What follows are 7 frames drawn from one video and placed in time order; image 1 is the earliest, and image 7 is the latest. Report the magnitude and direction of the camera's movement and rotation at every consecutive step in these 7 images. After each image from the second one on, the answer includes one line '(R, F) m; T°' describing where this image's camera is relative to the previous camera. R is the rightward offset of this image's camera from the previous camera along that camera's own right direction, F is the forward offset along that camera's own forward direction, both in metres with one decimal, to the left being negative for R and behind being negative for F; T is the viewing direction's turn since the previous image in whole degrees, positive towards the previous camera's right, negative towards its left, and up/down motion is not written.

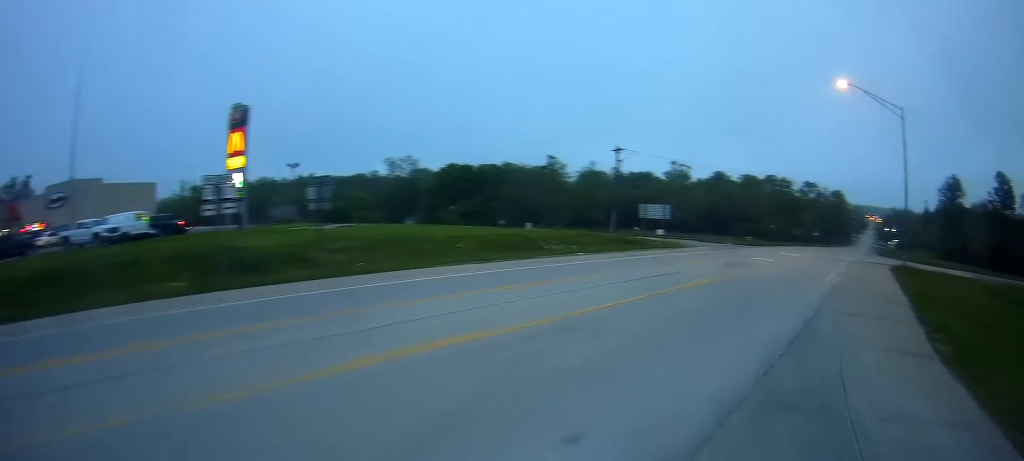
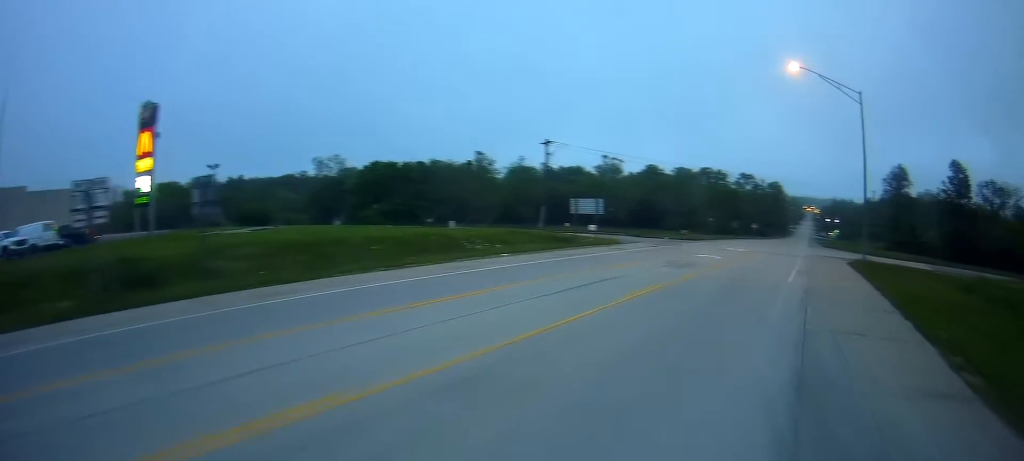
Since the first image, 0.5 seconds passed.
(0.0, +2.7) m; +6°
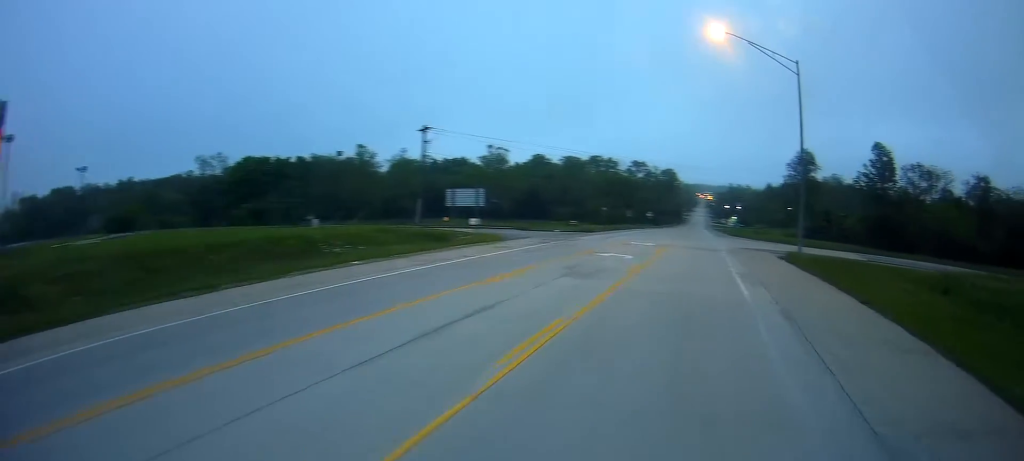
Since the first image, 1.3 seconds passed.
(+0.5, +5.5) m; +8°
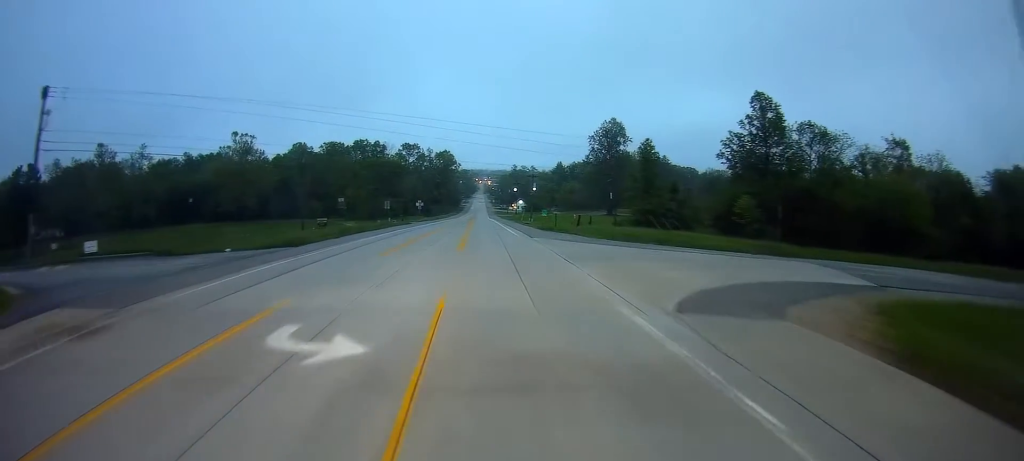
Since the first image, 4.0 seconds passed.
(+8.1, +25.1) m; +24°
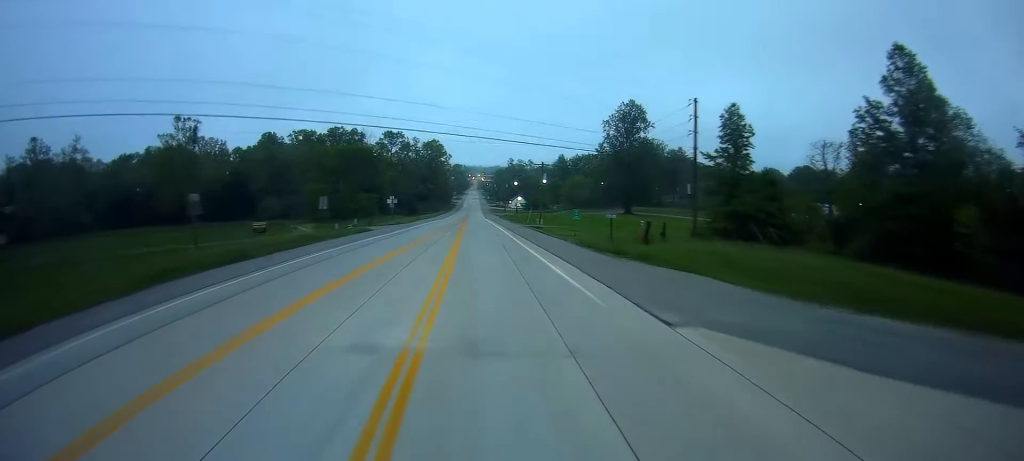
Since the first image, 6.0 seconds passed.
(-0.3, +25.9) m; -1°
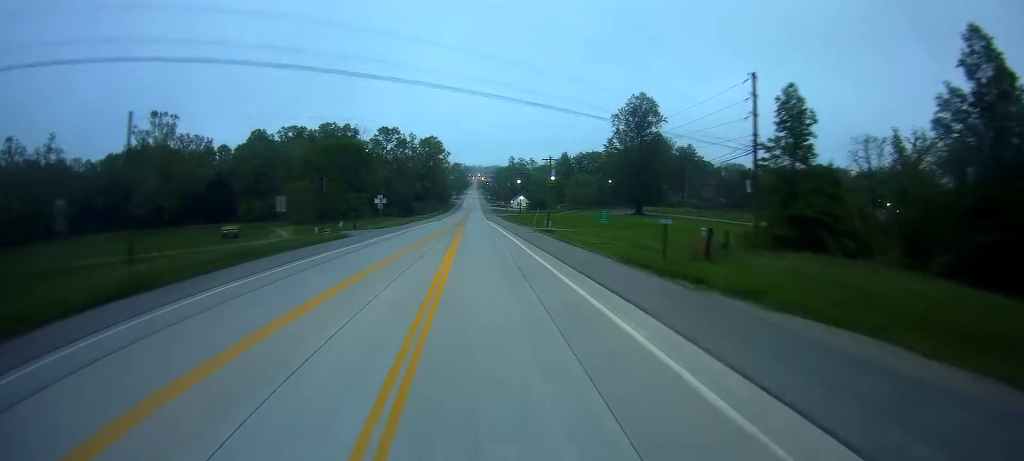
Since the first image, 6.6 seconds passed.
(0.0, +9.4) m; 0°
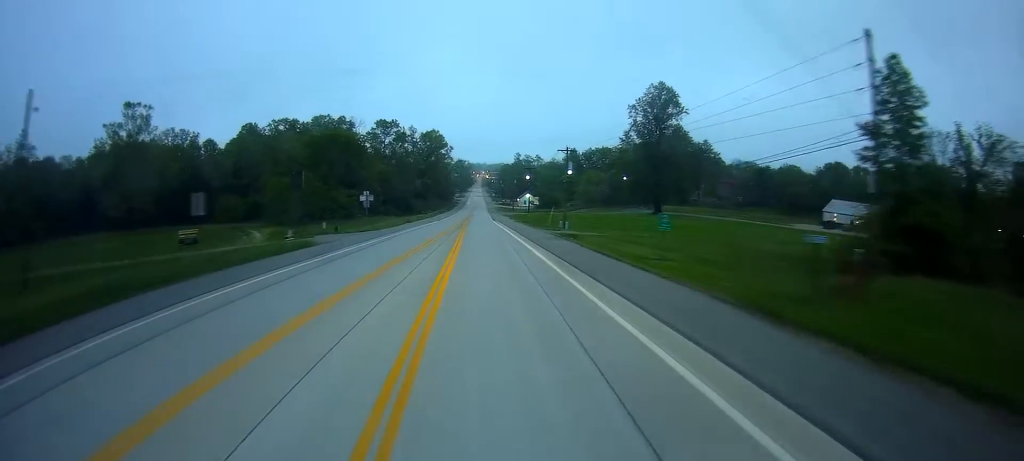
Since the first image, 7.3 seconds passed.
(+0.1, +10.9) m; 0°
